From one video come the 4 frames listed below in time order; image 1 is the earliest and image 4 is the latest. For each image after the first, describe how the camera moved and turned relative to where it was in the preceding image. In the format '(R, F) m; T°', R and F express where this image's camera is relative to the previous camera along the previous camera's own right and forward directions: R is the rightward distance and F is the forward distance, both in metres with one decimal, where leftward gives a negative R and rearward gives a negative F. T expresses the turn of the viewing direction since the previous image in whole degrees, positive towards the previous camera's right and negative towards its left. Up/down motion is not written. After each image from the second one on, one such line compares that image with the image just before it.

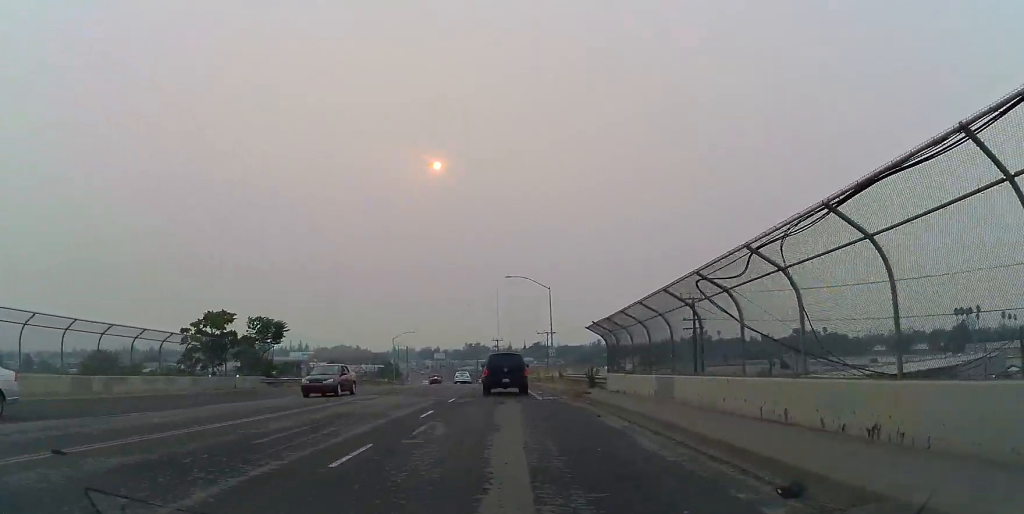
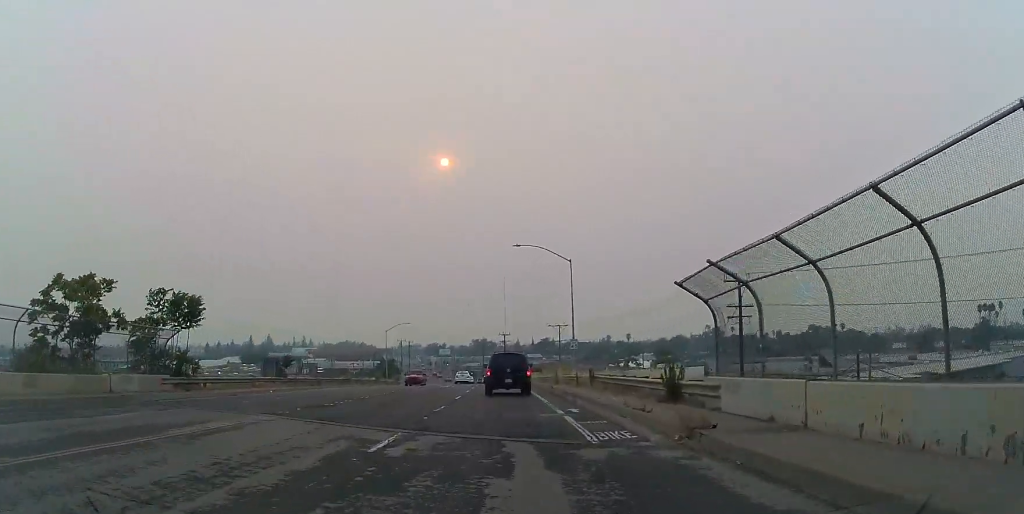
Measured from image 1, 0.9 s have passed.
(-0.1, +12.7) m; 0°
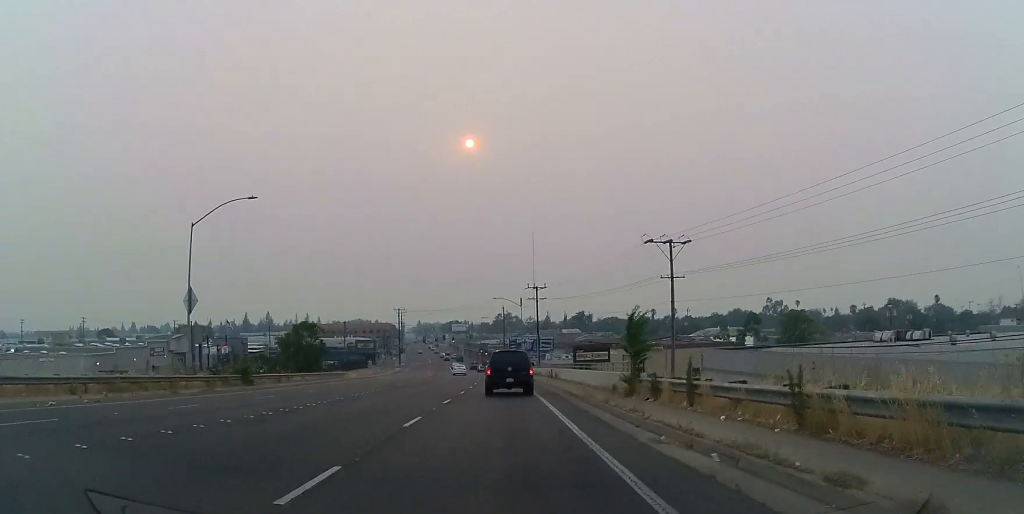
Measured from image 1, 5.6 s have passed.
(-2.8, +68.5) m; -4°
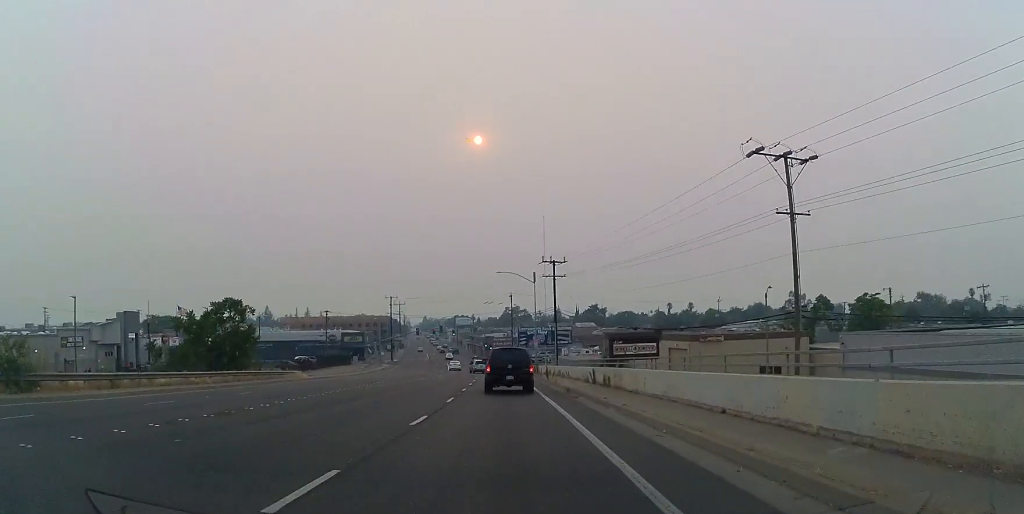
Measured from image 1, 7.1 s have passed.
(0.0, +21.6) m; 0°
